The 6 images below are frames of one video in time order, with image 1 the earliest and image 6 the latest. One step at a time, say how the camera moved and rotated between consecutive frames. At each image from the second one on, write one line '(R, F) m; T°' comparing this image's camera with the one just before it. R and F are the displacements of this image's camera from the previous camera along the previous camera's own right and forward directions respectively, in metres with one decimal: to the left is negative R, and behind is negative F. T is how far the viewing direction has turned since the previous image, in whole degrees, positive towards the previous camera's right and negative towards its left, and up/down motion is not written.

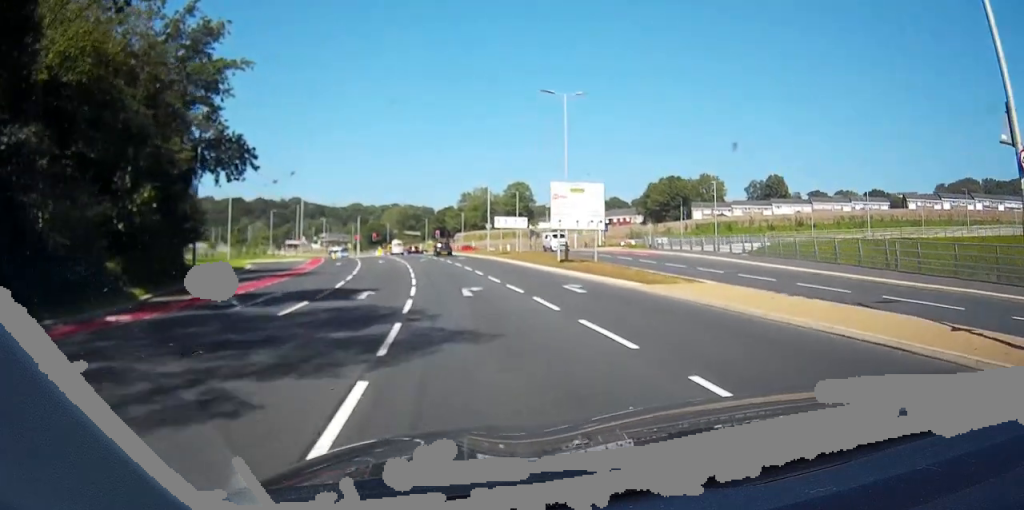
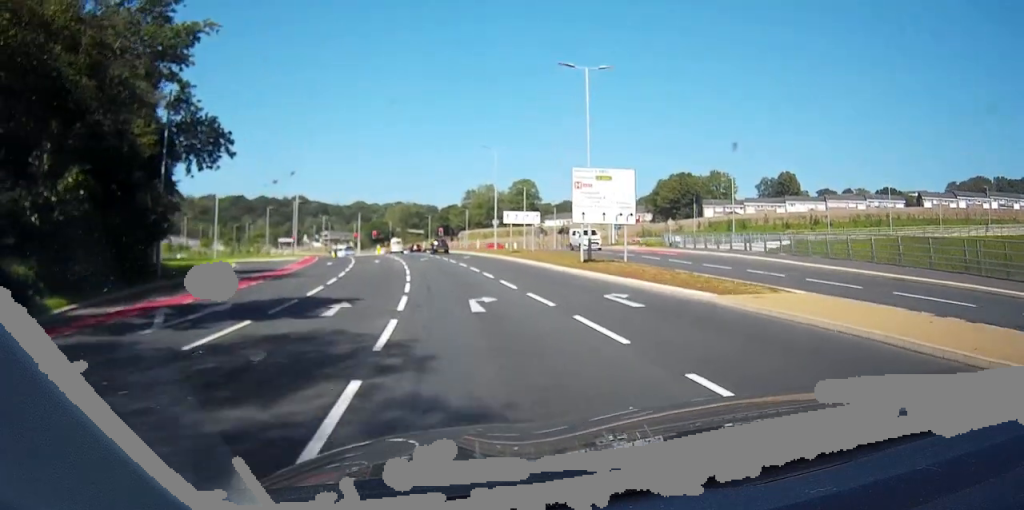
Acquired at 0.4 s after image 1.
(0.0, +6.1) m; -1°
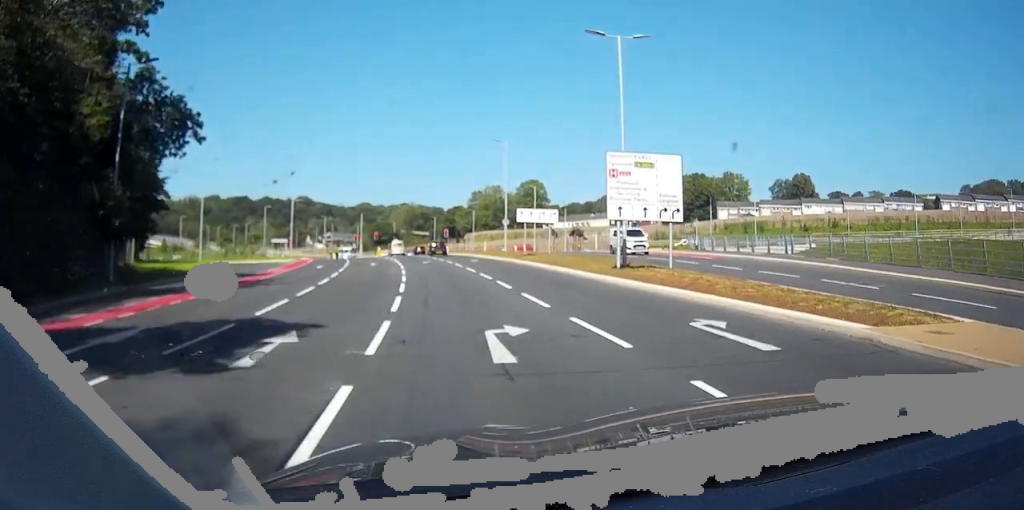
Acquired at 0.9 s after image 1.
(0.0, +6.3) m; -1°
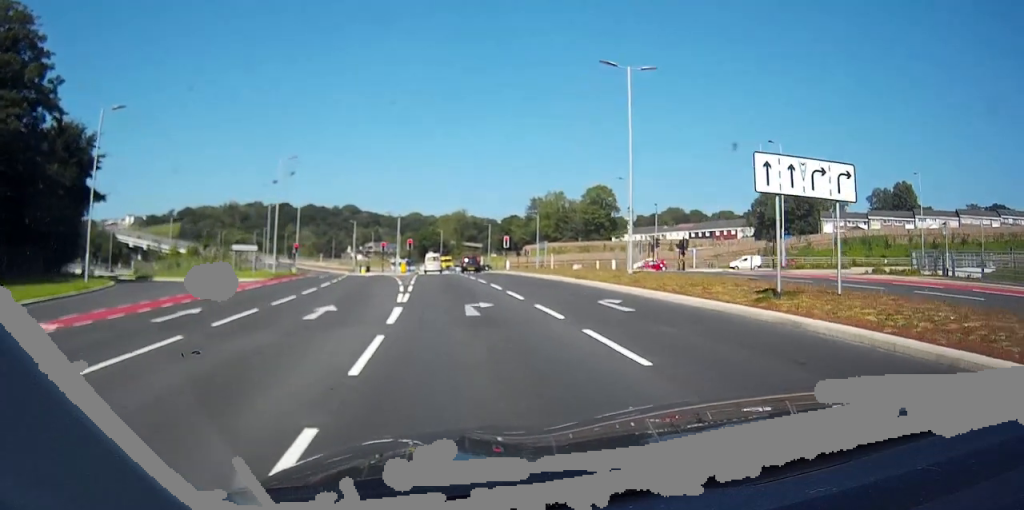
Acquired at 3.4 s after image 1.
(-1.7, +30.7) m; -6°
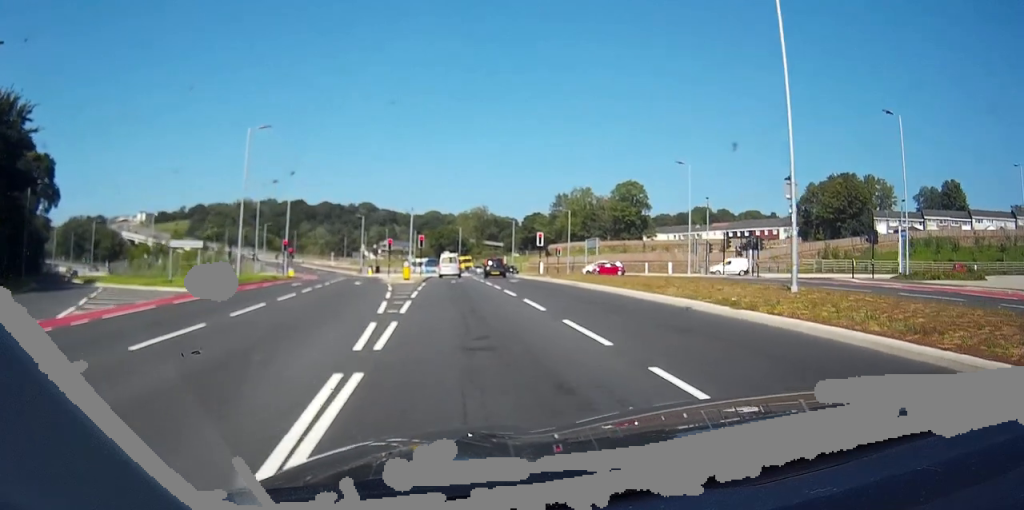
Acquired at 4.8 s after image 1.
(-0.3, +14.9) m; -2°
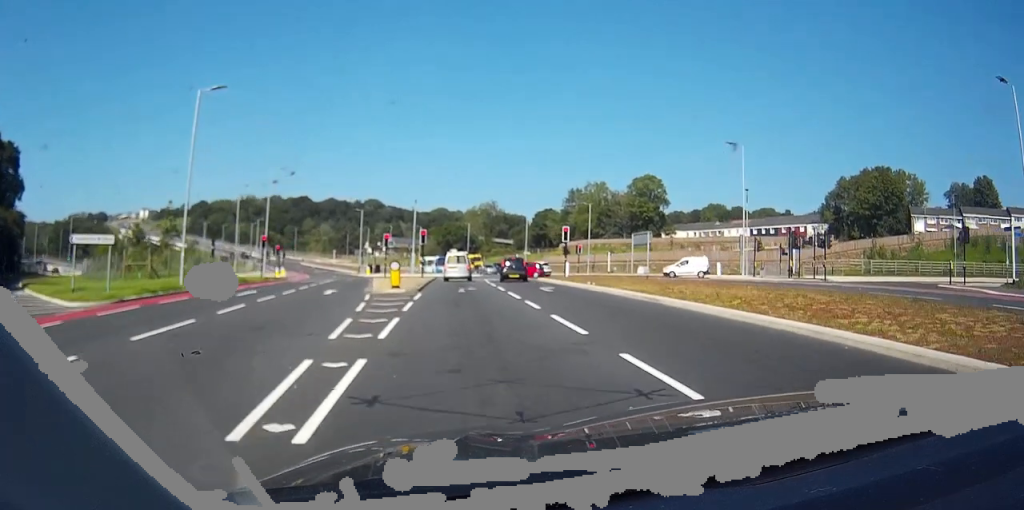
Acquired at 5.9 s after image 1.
(-0.1, +10.9) m; -1°
